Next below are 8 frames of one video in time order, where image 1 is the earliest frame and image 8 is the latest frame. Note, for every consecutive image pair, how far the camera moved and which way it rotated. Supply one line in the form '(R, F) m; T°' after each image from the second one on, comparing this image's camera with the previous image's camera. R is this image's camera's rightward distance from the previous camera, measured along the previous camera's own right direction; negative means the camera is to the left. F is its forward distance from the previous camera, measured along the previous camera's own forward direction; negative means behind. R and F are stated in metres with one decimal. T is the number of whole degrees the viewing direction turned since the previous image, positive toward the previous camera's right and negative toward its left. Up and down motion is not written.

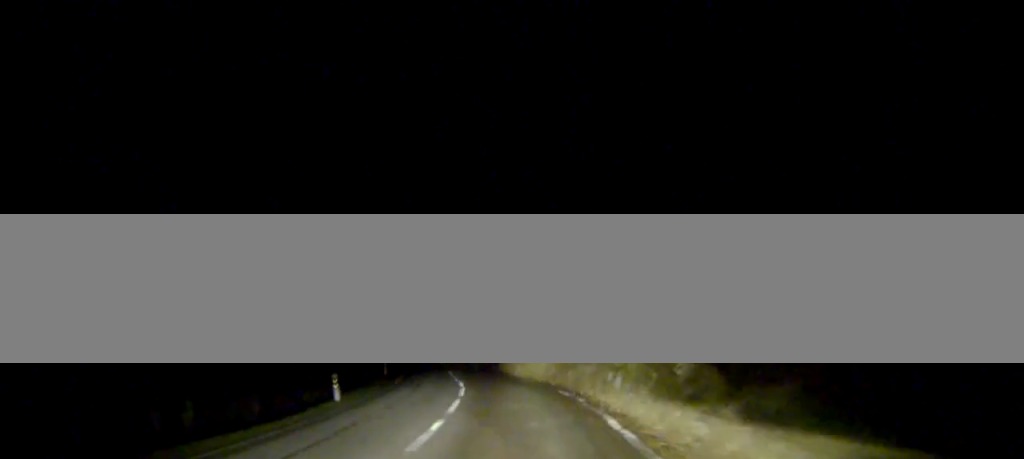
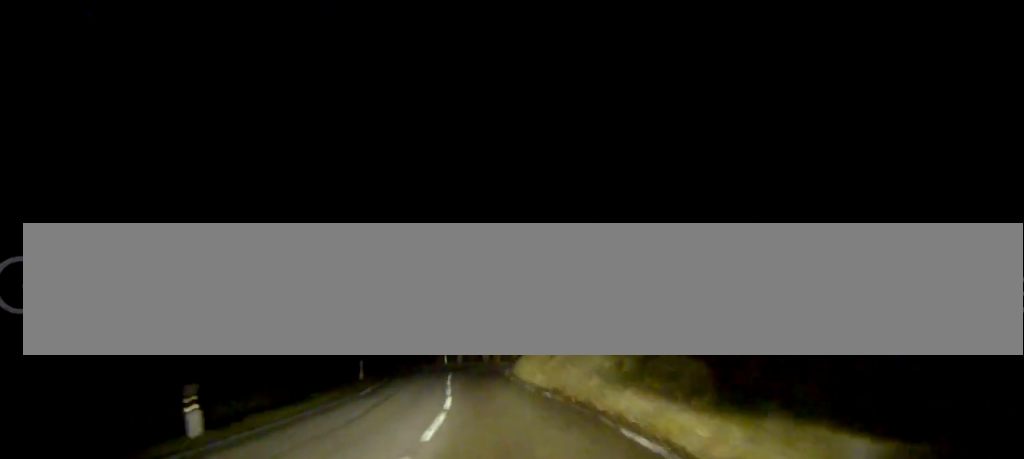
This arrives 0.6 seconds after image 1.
(+0.1, +10.4) m; -1°
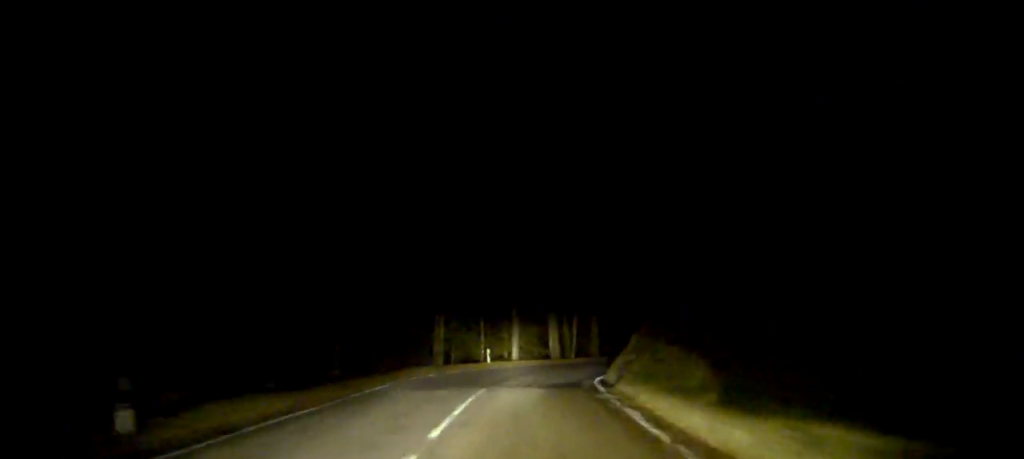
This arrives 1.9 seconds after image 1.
(-1.2, +23.4) m; -4°
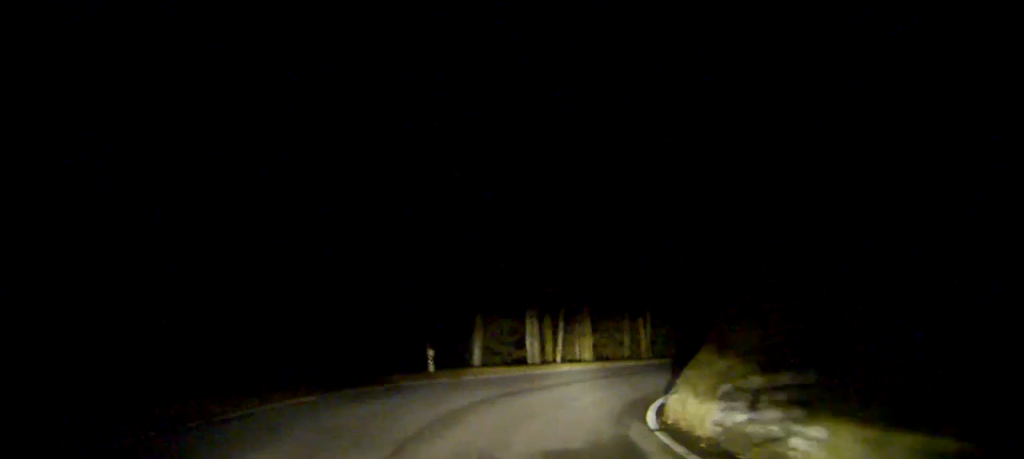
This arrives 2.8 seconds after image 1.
(-0.1, +14.7) m; +3°
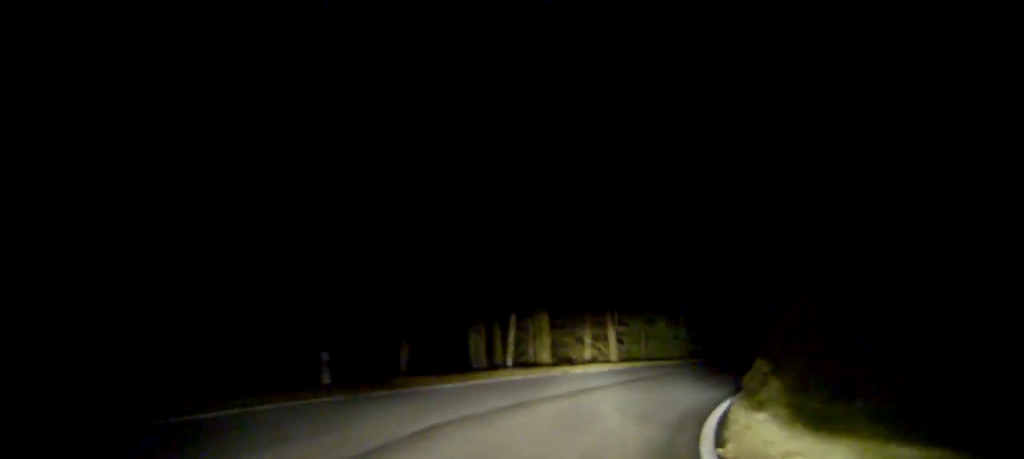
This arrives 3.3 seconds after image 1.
(-0.2, +8.2) m; +4°
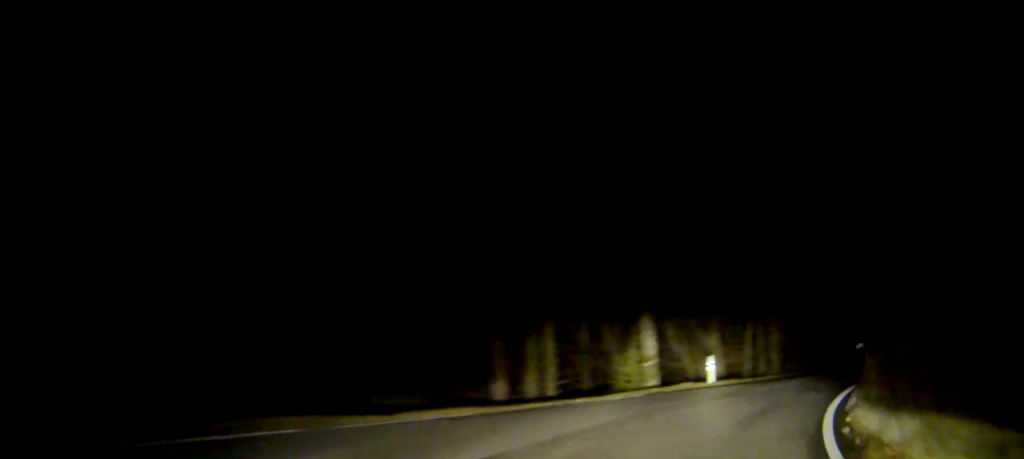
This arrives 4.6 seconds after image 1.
(+3.1, +17.7) m; +19°
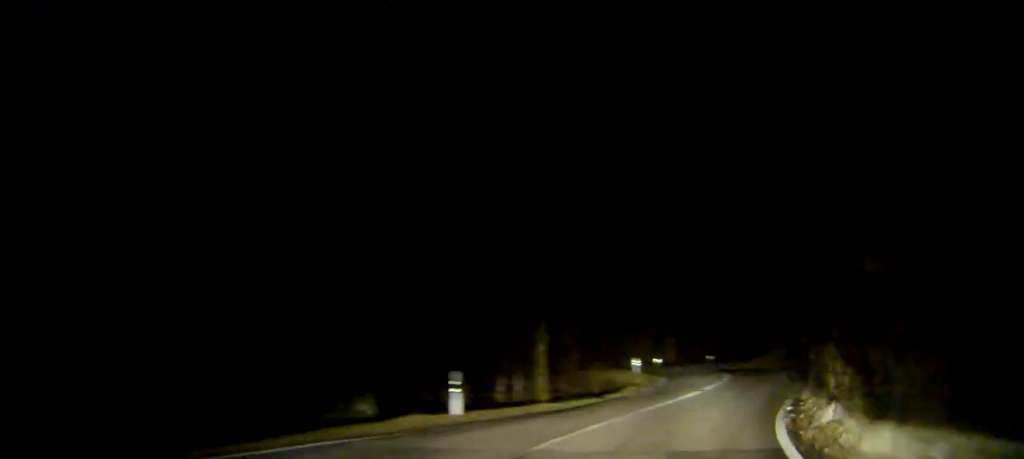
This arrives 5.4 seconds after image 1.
(+1.2, +11.1) m; +12°
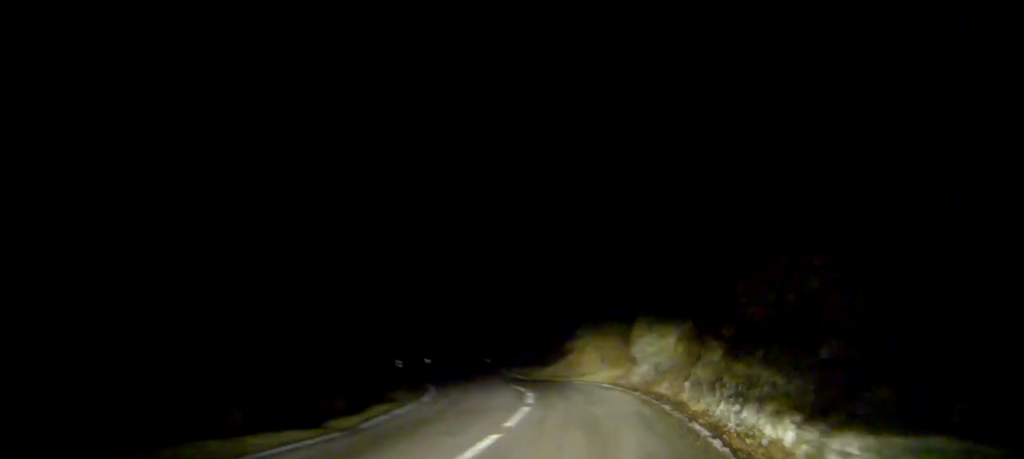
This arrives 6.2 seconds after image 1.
(+1.0, +11.9) m; +12°
